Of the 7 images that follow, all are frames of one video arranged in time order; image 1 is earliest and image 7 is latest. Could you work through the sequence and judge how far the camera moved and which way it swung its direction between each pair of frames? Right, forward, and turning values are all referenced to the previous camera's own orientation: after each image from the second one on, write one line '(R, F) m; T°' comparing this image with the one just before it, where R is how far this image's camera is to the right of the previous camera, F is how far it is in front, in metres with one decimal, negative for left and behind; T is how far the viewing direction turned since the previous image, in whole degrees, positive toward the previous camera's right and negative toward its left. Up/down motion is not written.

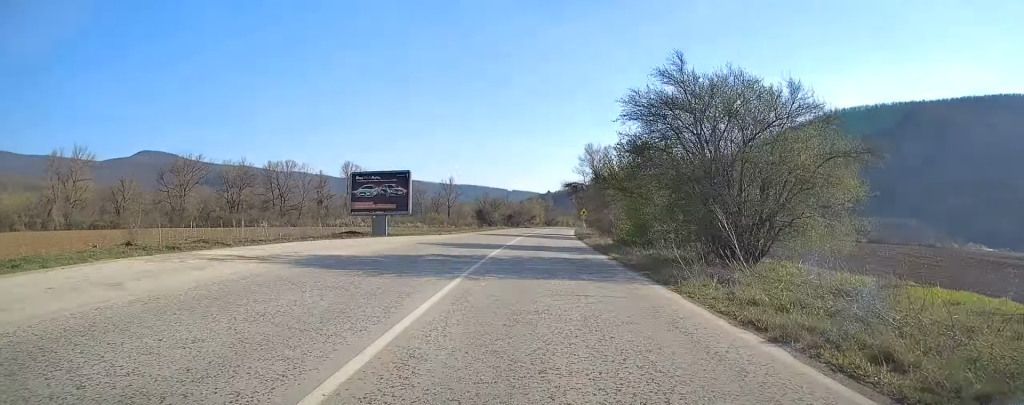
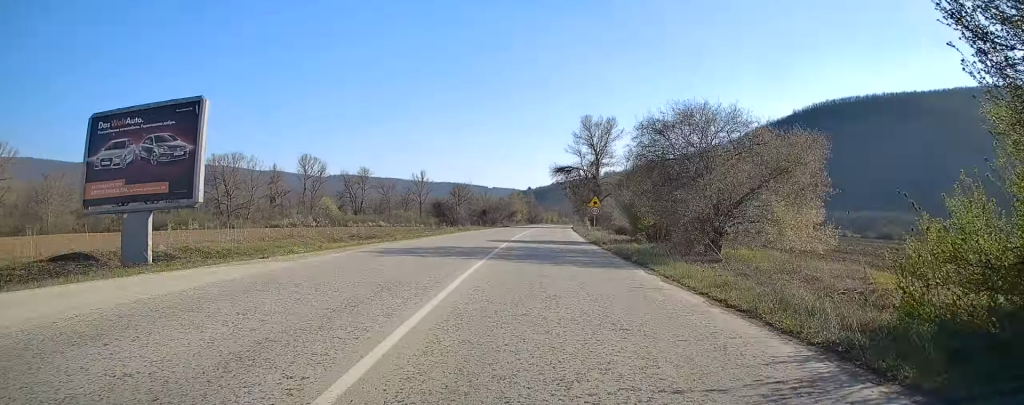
(+0.4, +27.6) m; +2°
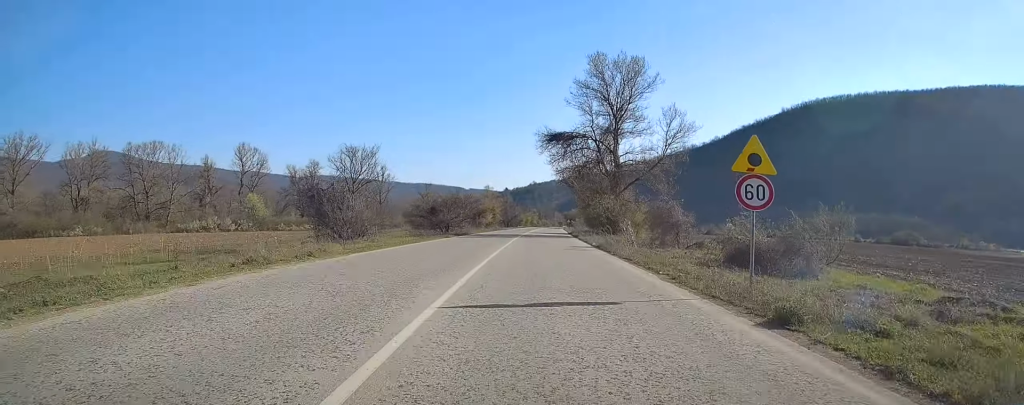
(+0.5, +34.7) m; +2°
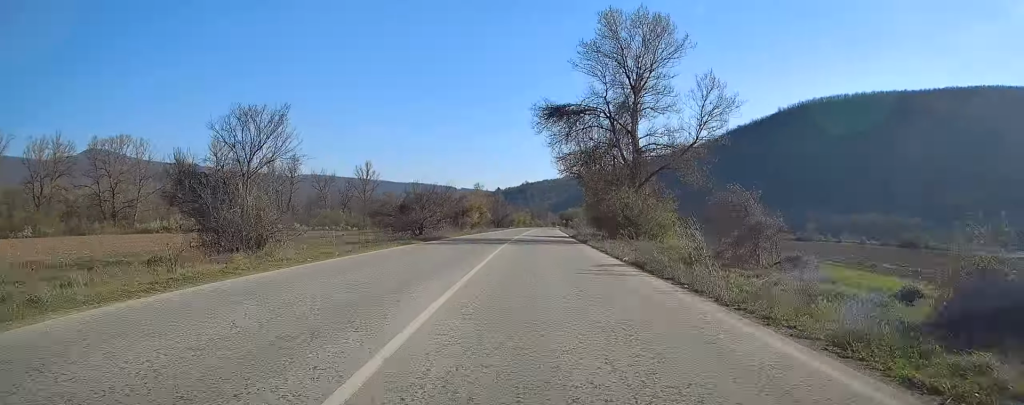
(0.0, +12.0) m; +1°
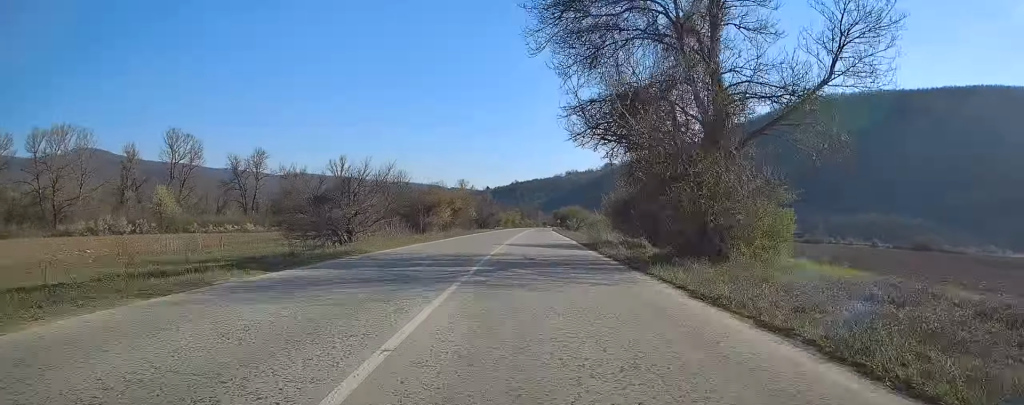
(+0.2, +18.9) m; +1°
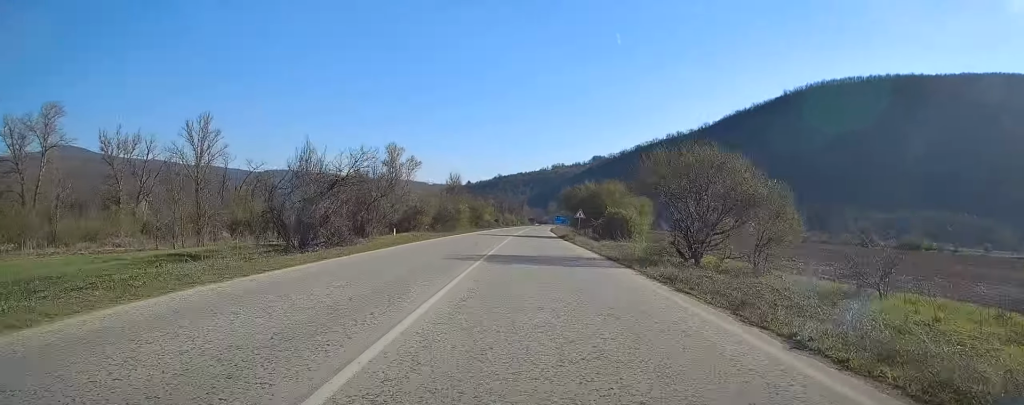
(+1.8, +80.3) m; +2°
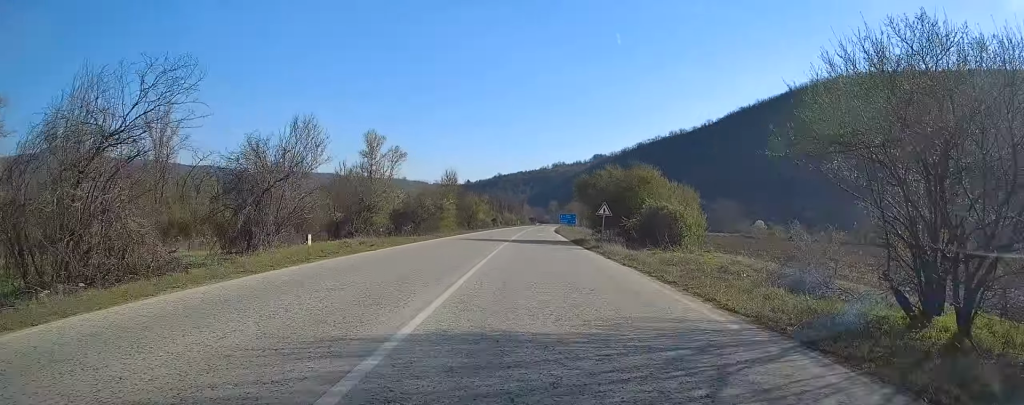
(0.0, +14.9) m; 0°
